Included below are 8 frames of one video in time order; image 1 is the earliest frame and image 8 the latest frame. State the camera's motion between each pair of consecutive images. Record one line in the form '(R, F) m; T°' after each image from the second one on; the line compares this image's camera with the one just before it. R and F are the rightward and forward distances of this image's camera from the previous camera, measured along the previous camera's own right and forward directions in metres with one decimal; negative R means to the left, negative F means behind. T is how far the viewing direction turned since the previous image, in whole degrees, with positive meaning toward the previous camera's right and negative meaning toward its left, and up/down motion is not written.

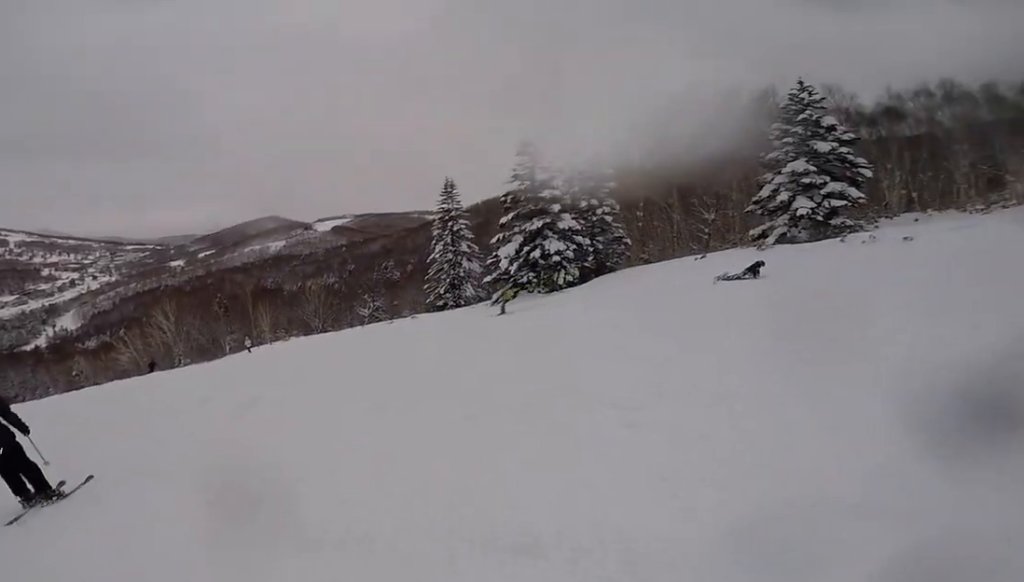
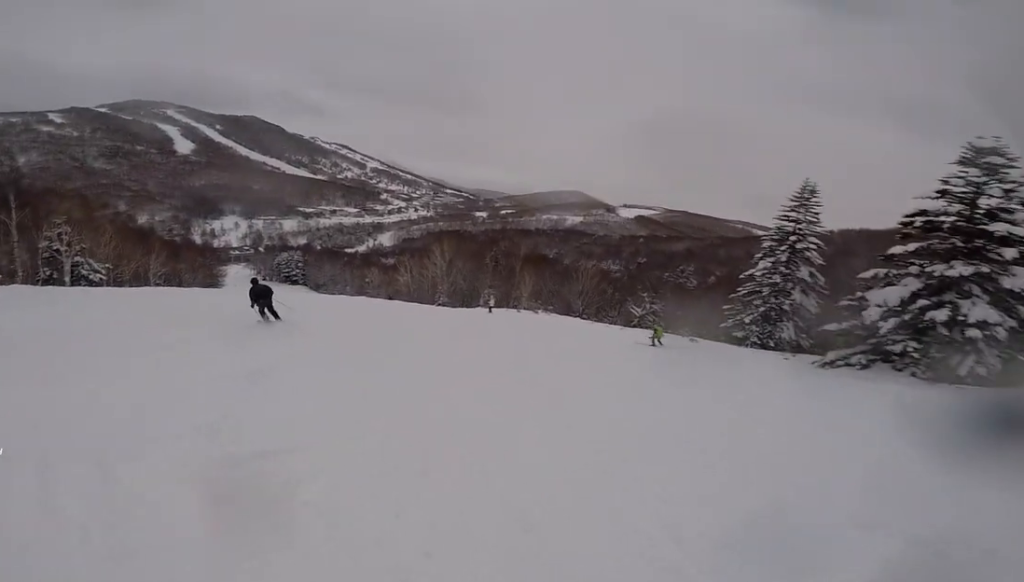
(+1.4, +5.6) m; +3°
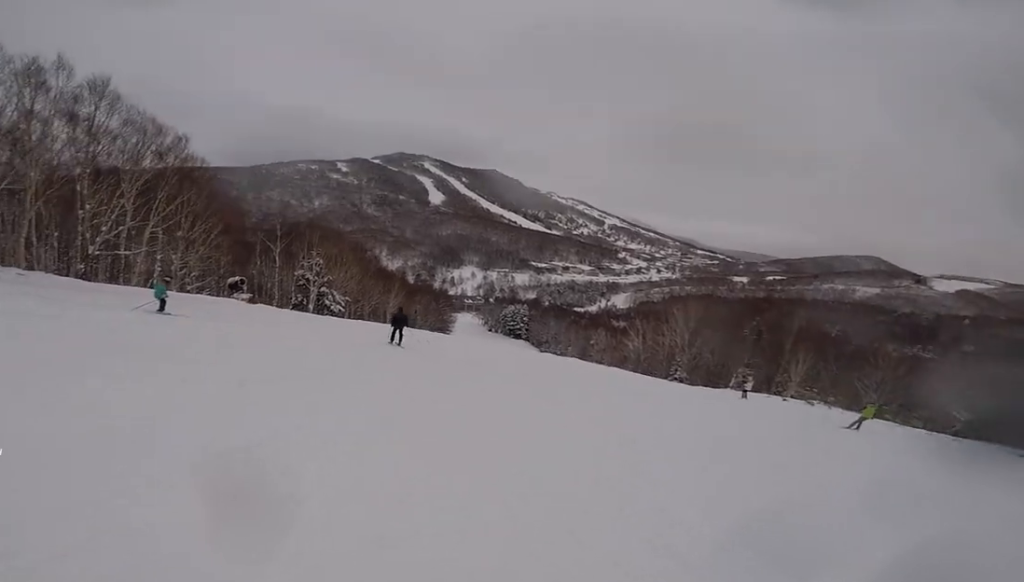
(-0.8, +4.2) m; -26°
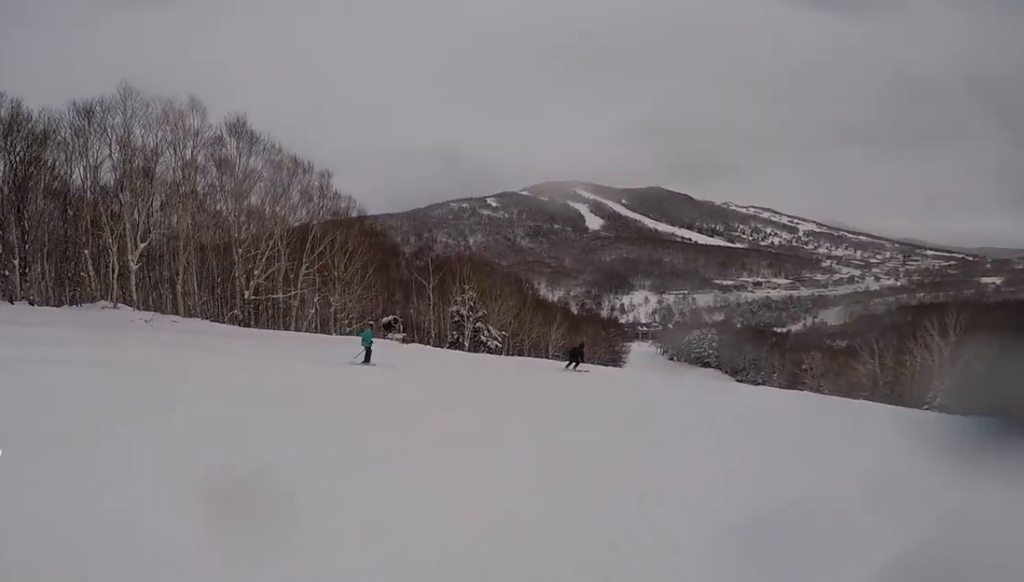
(-0.9, +3.7) m; -30°
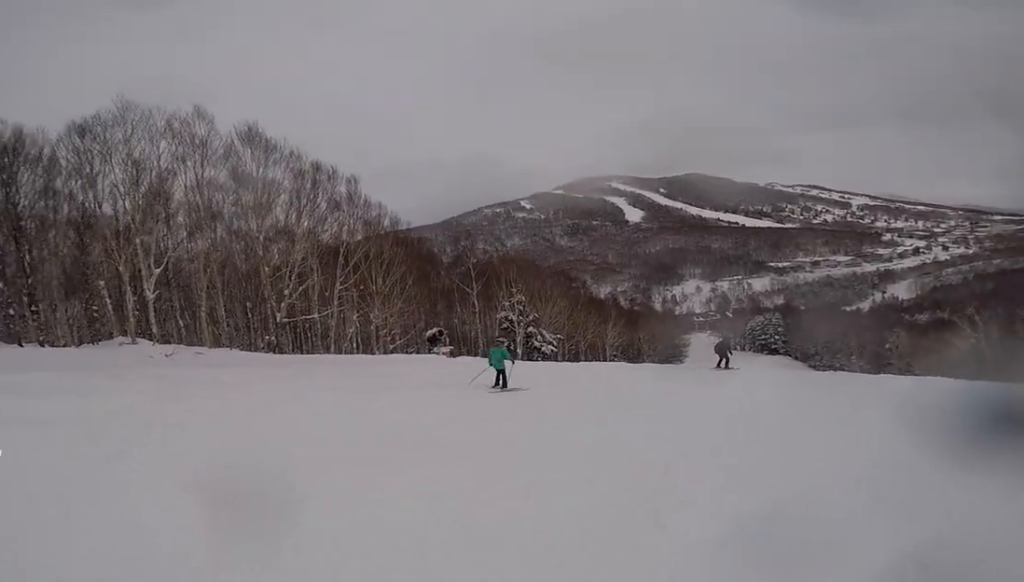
(-0.5, +2.9) m; -20°
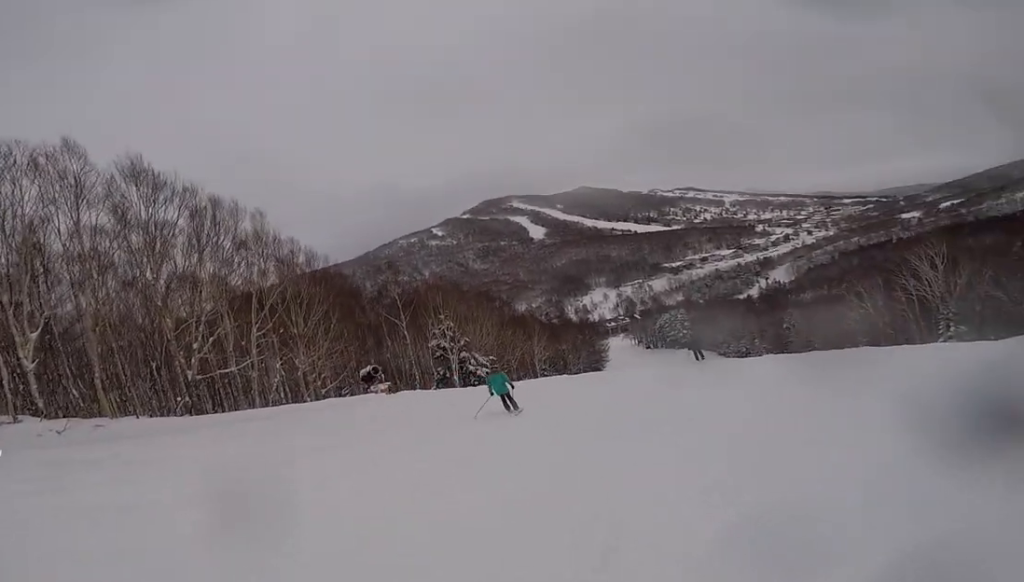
(-0.6, +1.6) m; -1°
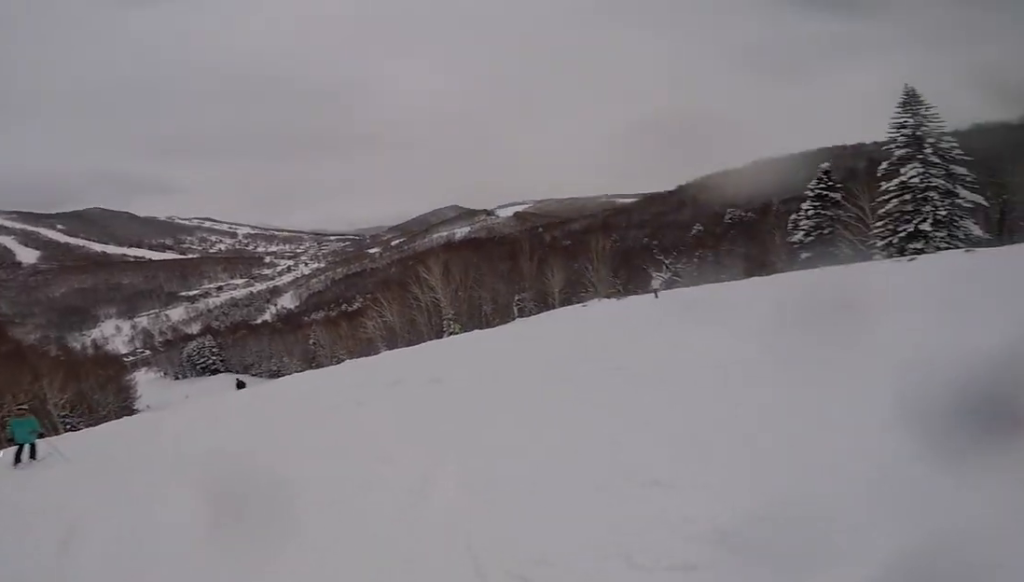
(+2.7, +8.8) m; +48°
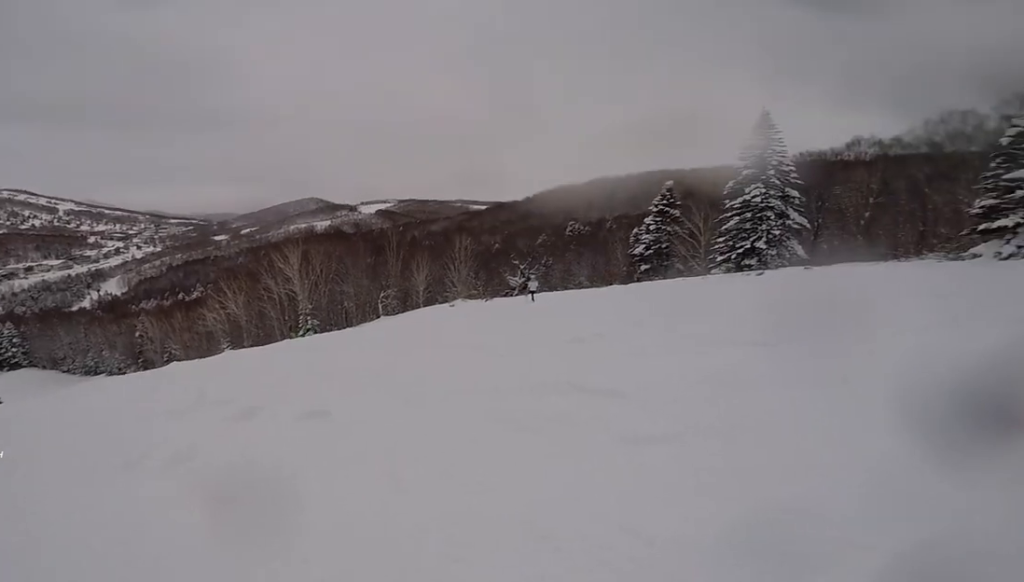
(+1.2, +2.8) m; +25°
